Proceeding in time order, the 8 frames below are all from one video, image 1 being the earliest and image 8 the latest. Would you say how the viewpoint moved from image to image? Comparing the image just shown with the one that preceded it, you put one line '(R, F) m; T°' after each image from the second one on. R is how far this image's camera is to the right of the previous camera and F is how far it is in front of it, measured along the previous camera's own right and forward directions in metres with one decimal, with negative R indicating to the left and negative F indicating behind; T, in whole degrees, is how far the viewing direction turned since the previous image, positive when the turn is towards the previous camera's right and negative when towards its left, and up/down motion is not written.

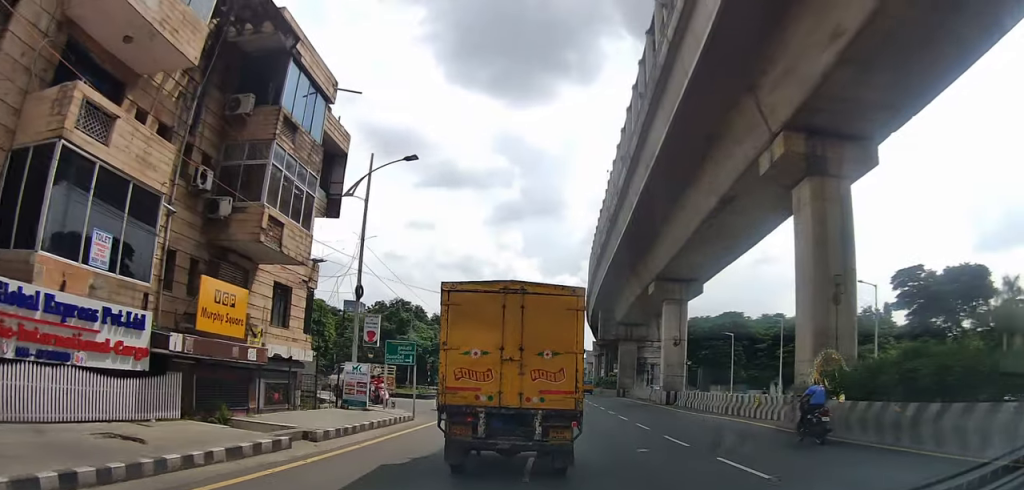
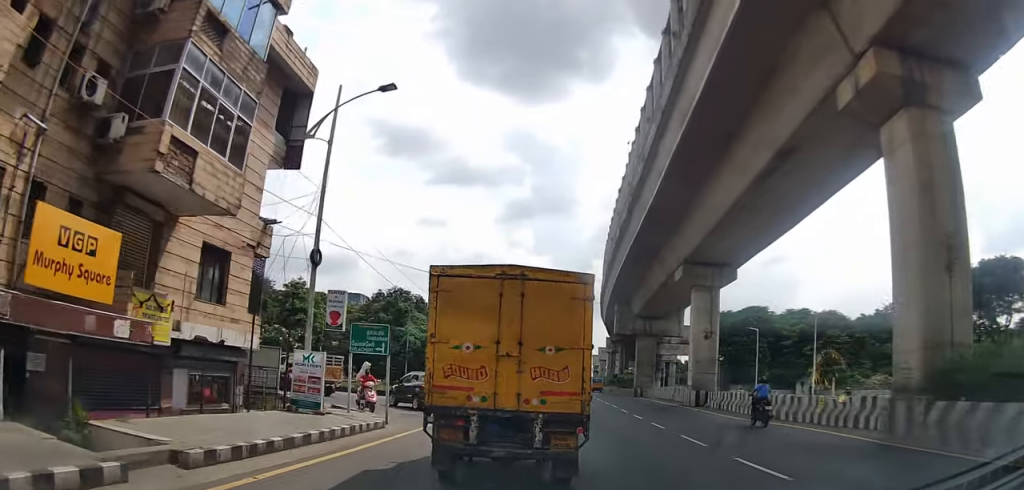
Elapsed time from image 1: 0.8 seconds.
(0.0, +7.4) m; -1°
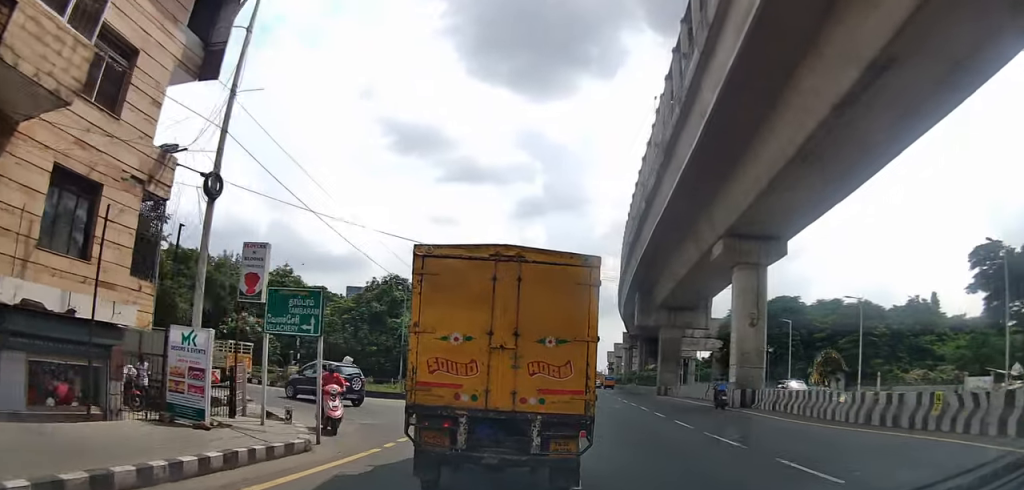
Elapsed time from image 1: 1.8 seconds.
(-0.1, +8.1) m; -2°
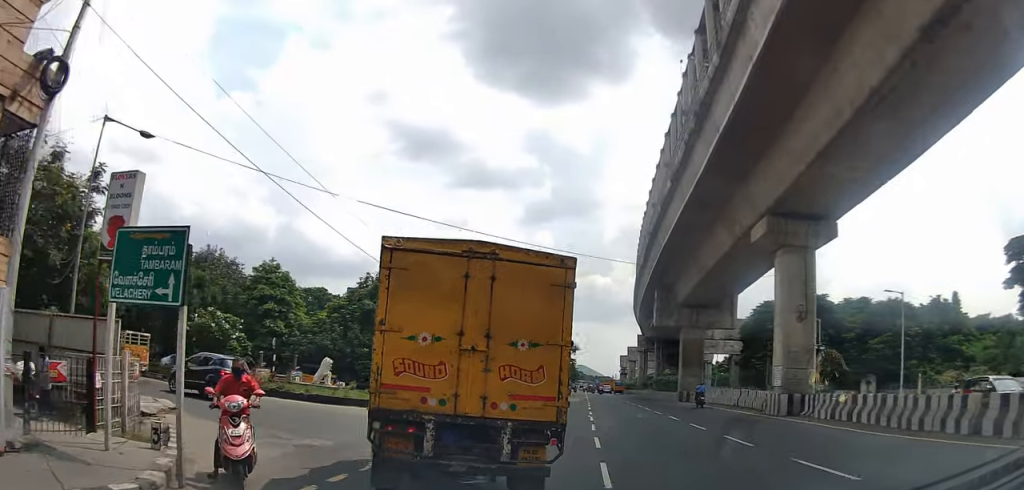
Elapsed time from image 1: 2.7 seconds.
(-0.1, +6.2) m; -3°
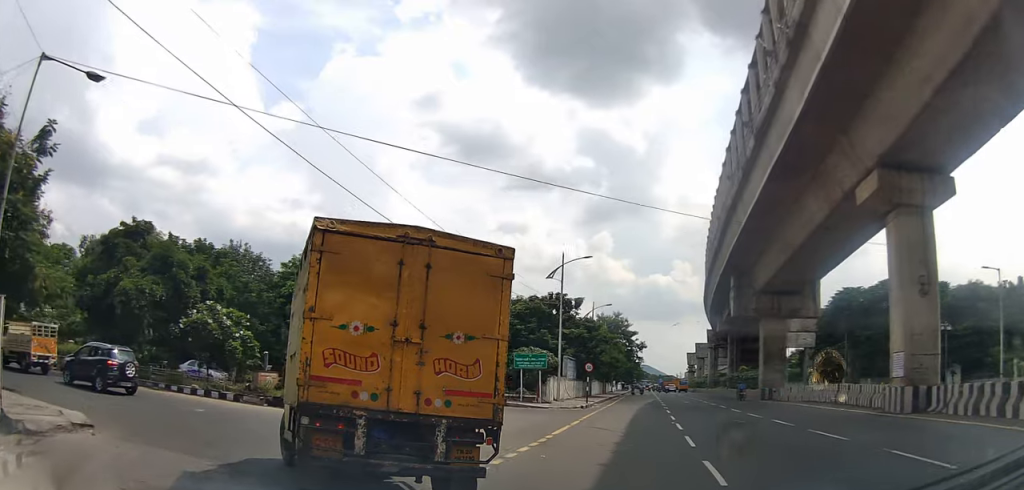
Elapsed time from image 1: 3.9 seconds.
(-0.2, +5.4) m; -6°
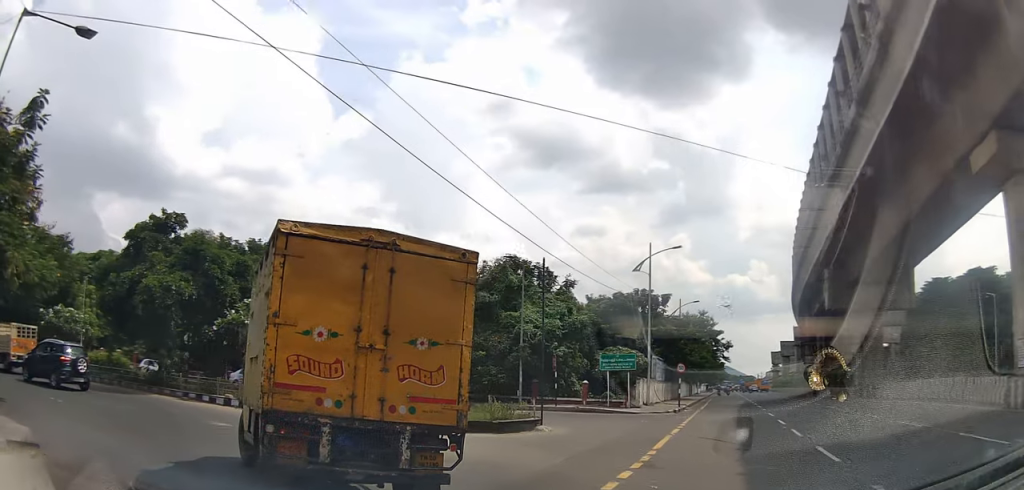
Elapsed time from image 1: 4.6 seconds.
(-0.1, +3.0) m; -5°
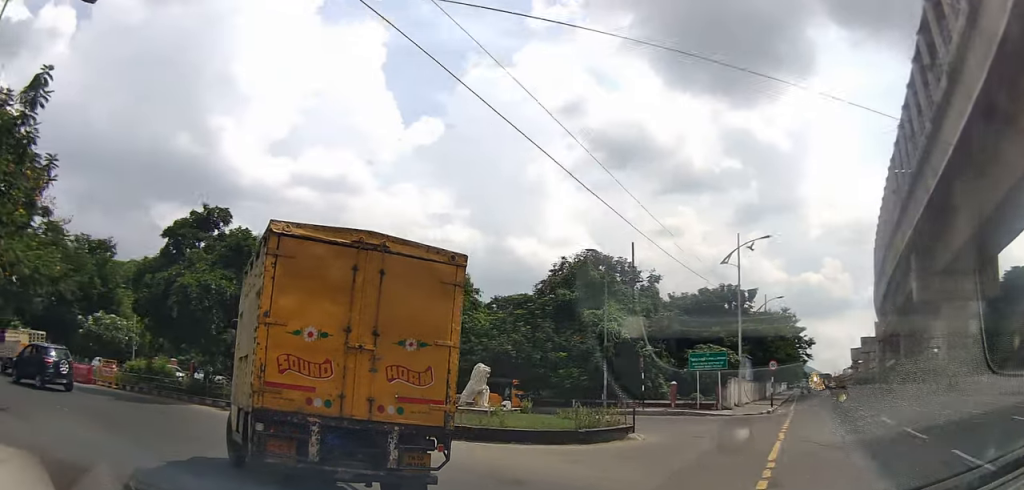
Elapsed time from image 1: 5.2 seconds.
(-0.1, +2.0) m; -3°
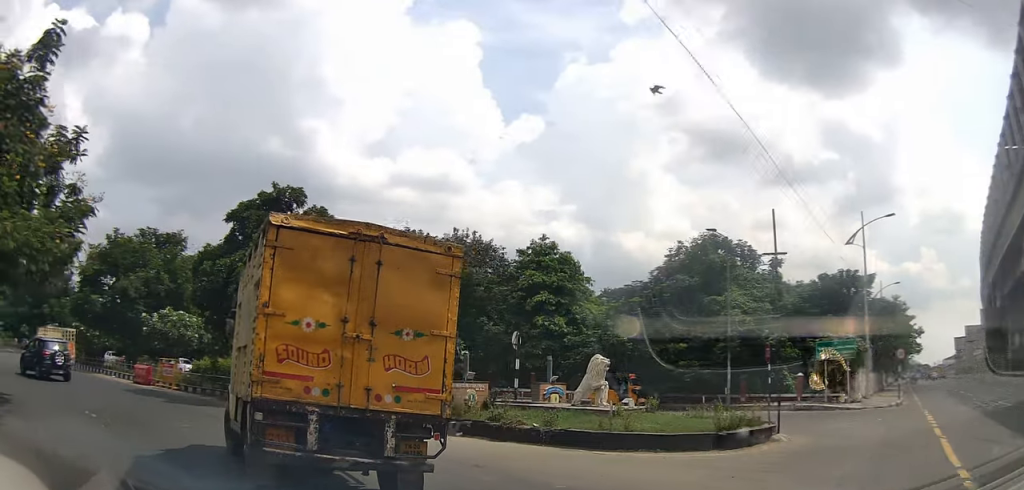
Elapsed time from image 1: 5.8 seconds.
(-0.1, +2.6) m; -4°
